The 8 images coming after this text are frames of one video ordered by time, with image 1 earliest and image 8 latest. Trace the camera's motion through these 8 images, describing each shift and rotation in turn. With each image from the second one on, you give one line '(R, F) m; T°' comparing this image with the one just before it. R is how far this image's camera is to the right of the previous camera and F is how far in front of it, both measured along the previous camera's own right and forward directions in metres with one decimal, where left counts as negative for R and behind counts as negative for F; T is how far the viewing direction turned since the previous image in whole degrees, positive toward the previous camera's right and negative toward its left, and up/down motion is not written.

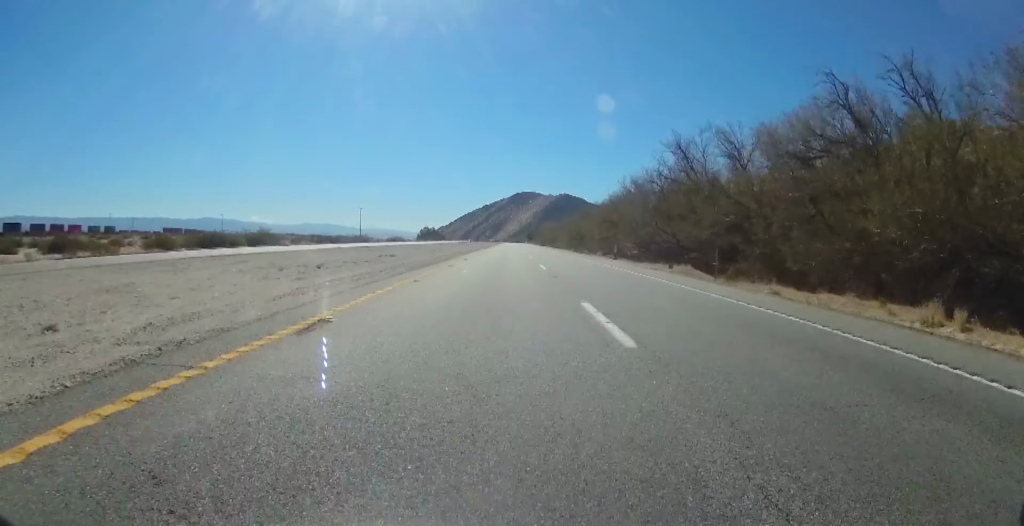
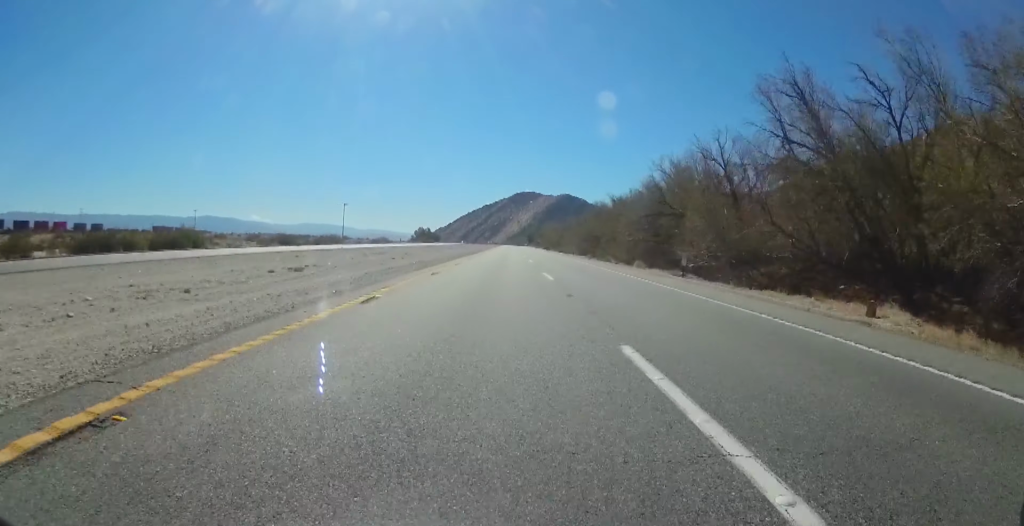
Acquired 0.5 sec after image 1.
(0.0, +18.5) m; 0°
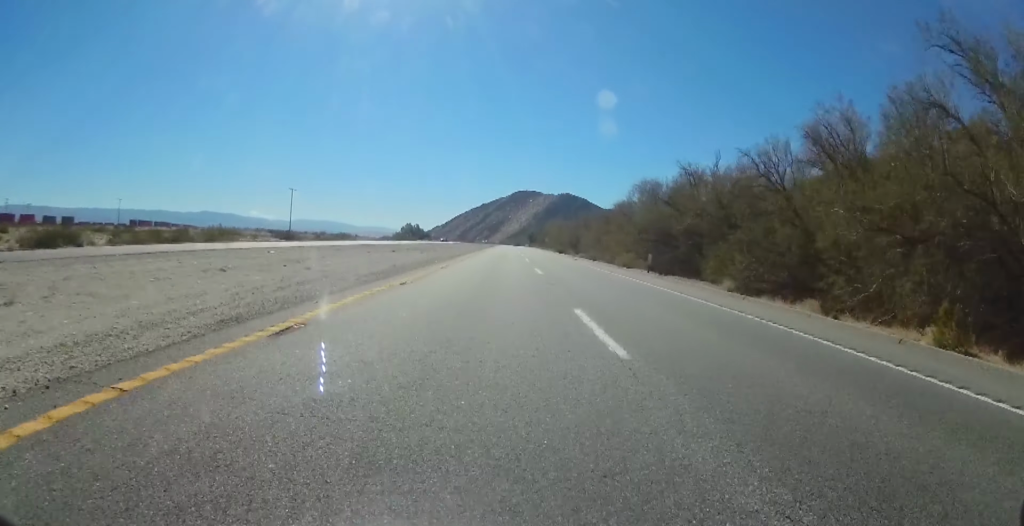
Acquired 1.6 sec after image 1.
(+0.3, +40.8) m; 0°
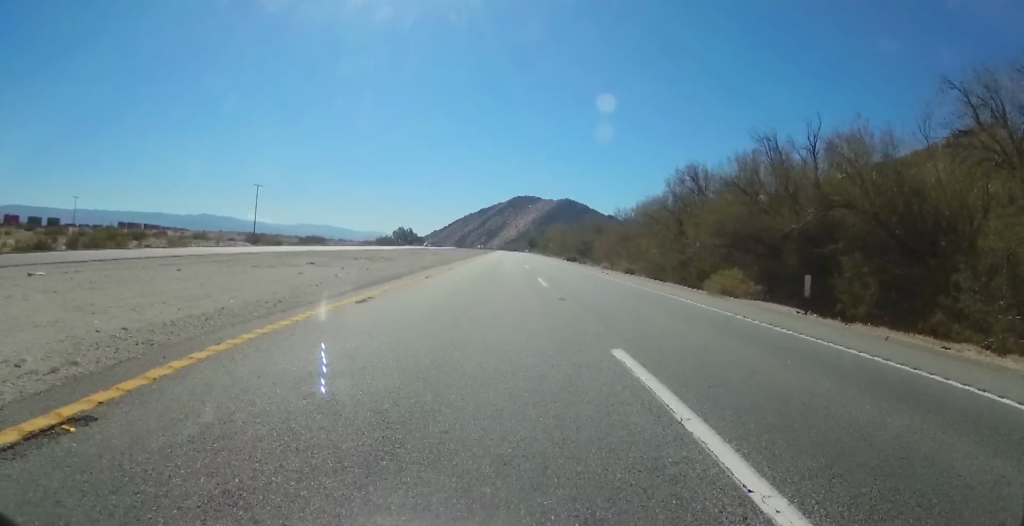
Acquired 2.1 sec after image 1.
(-0.2, +18.5) m; 0°
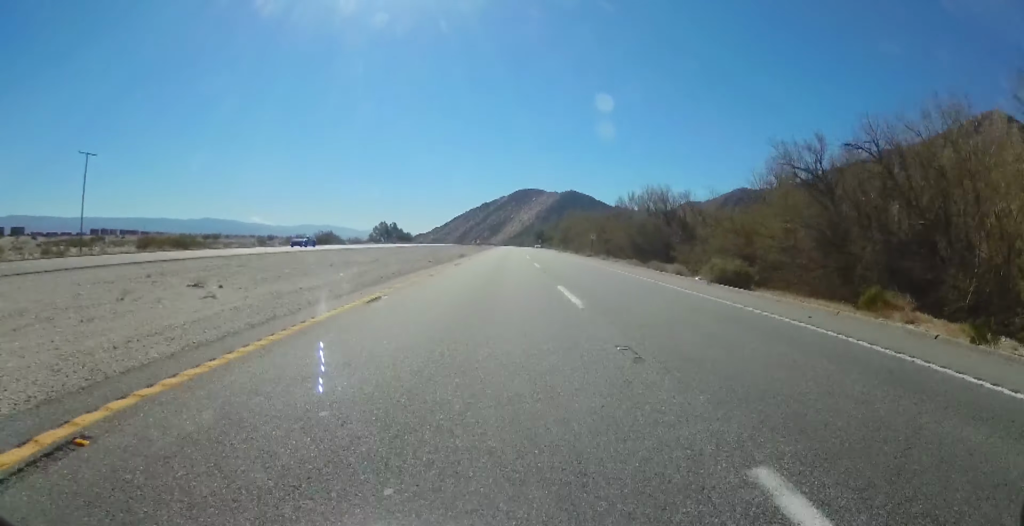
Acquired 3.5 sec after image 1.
(+0.1, +52.1) m; 0°
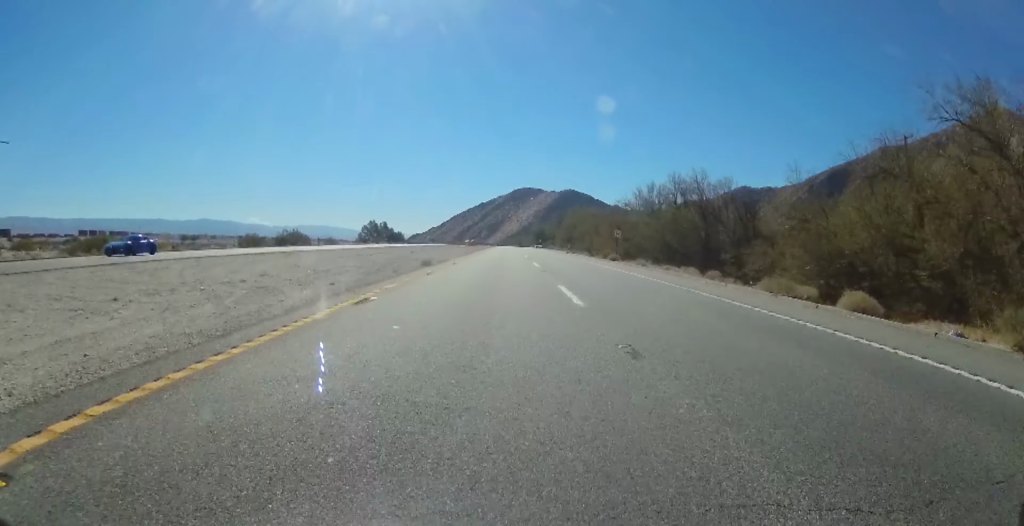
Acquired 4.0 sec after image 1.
(-0.2, +15.3) m; 0°
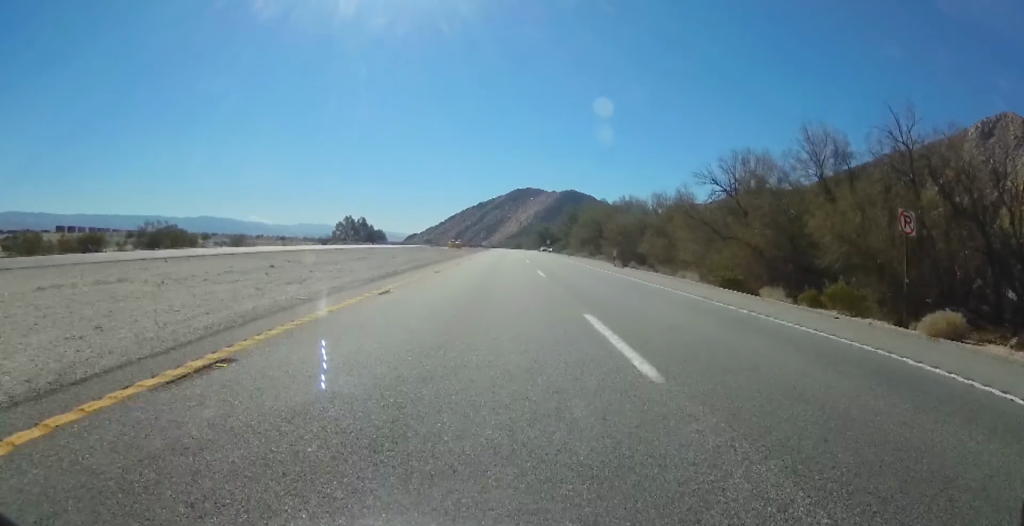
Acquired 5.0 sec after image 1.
(-0.1, +34.9) m; 0°
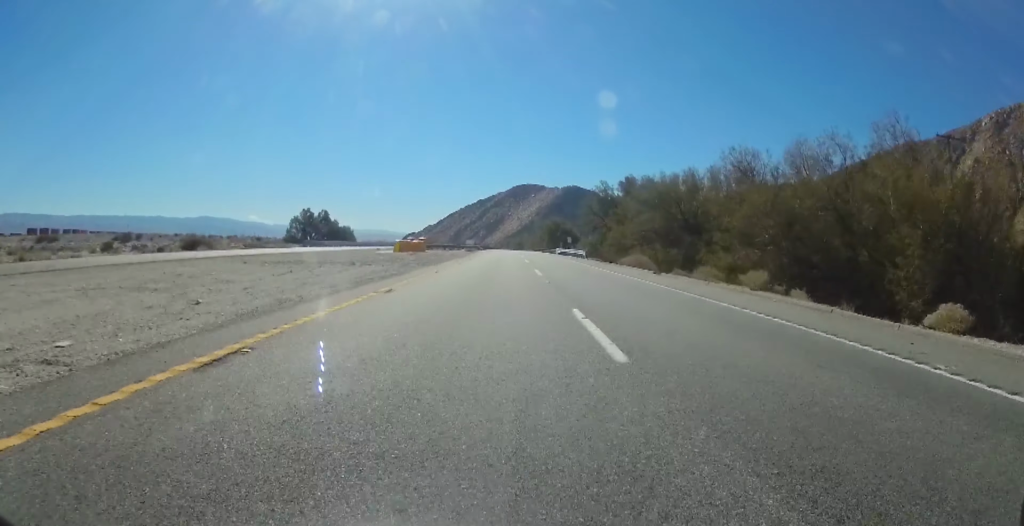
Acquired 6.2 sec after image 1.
(+0.2, +43.8) m; 0°
